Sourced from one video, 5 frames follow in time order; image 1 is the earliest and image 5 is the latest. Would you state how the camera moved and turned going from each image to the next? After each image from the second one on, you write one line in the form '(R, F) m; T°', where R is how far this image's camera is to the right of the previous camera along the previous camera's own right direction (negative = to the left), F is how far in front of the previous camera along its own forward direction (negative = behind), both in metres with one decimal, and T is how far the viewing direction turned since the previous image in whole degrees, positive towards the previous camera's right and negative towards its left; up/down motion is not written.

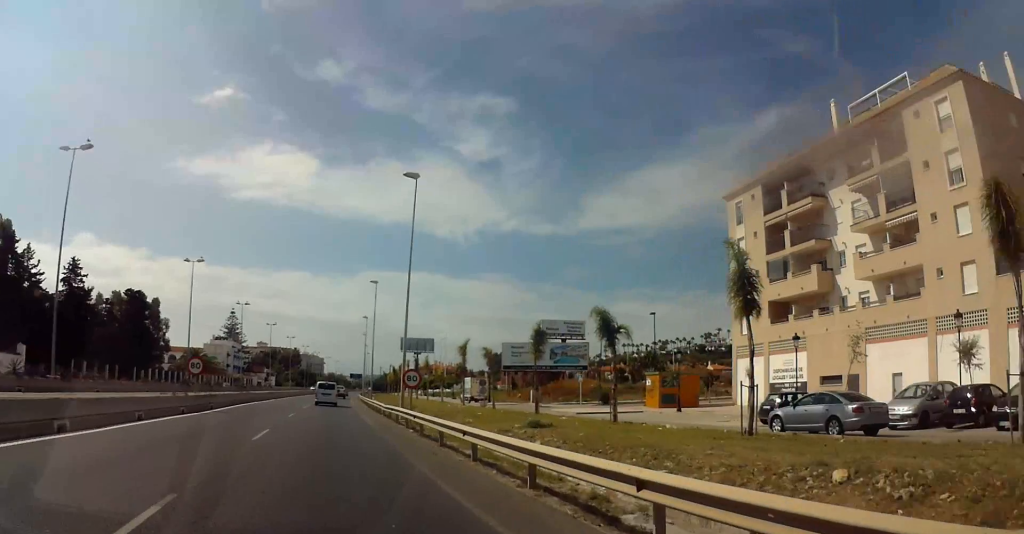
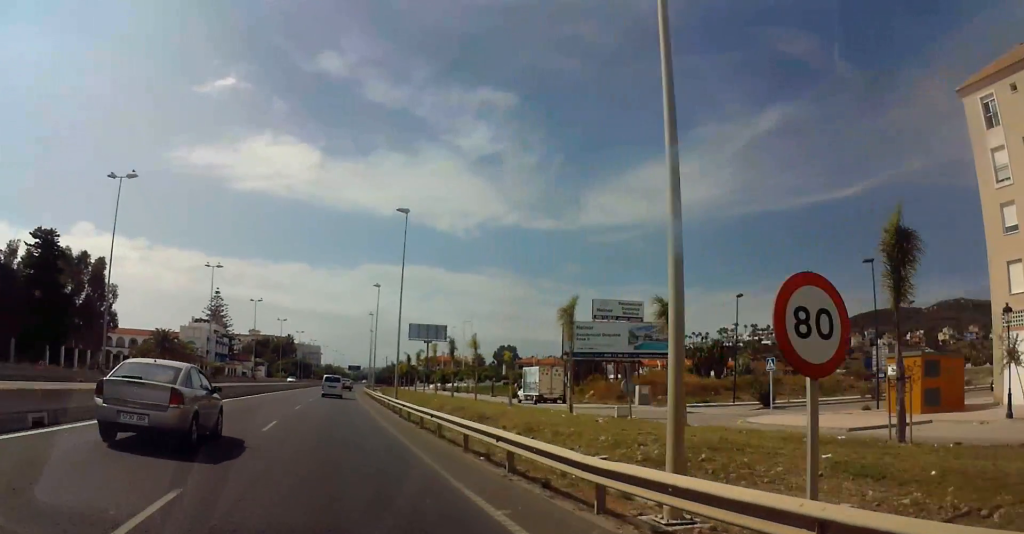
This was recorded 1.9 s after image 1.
(+0.8, +27.1) m; +3°
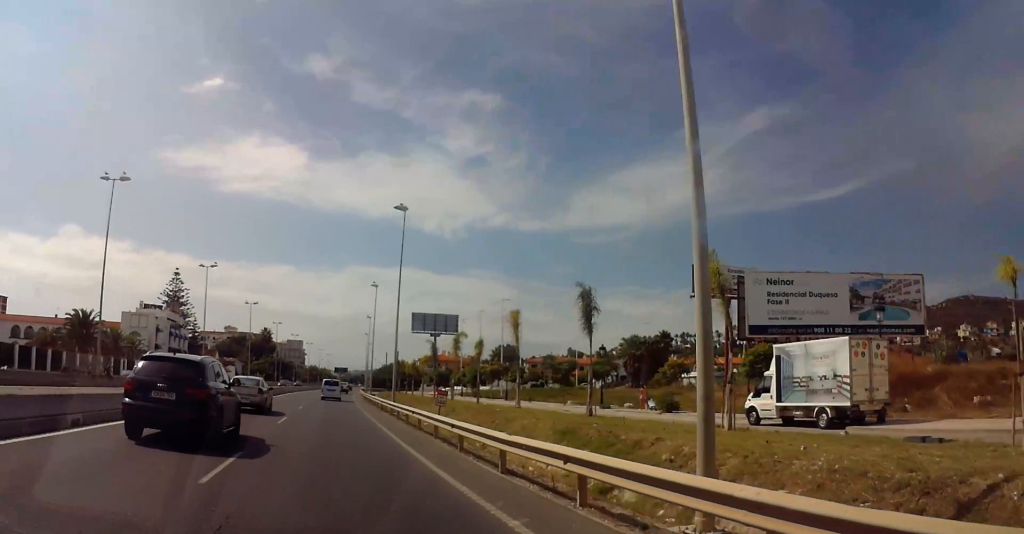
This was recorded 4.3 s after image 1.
(+0.2, +35.0) m; +1°
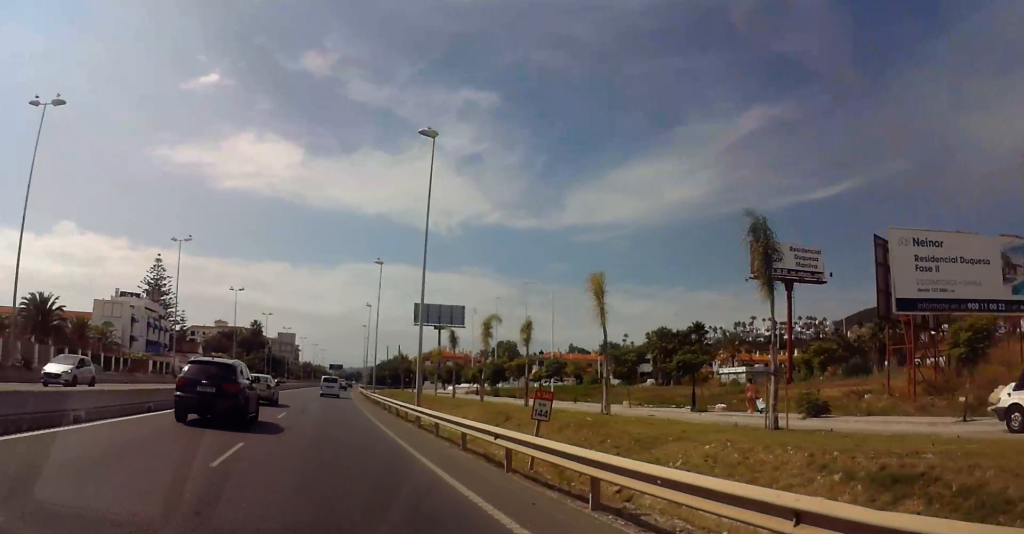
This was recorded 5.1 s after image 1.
(0.0, +12.5) m; 0°
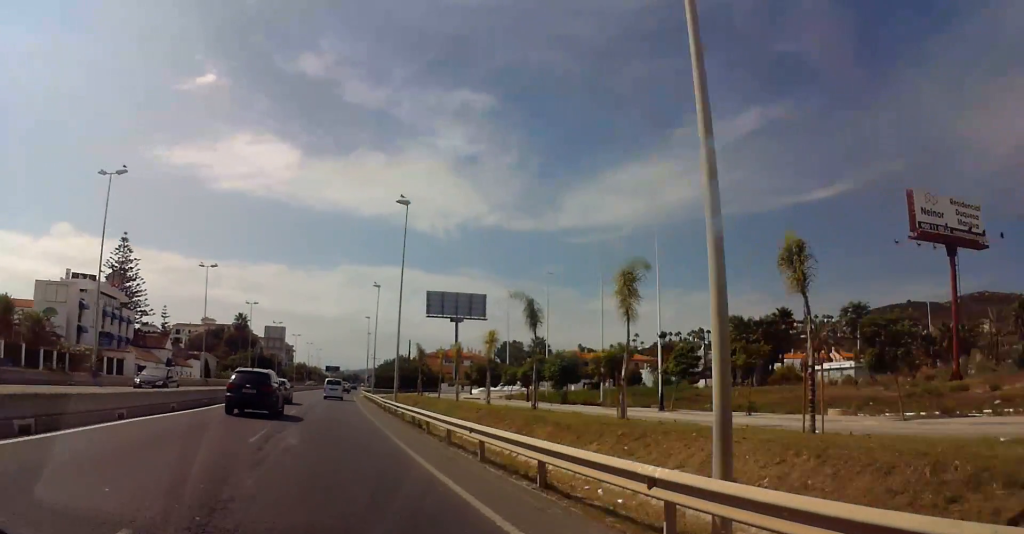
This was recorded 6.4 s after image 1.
(-0.2, +21.8) m; -1°
